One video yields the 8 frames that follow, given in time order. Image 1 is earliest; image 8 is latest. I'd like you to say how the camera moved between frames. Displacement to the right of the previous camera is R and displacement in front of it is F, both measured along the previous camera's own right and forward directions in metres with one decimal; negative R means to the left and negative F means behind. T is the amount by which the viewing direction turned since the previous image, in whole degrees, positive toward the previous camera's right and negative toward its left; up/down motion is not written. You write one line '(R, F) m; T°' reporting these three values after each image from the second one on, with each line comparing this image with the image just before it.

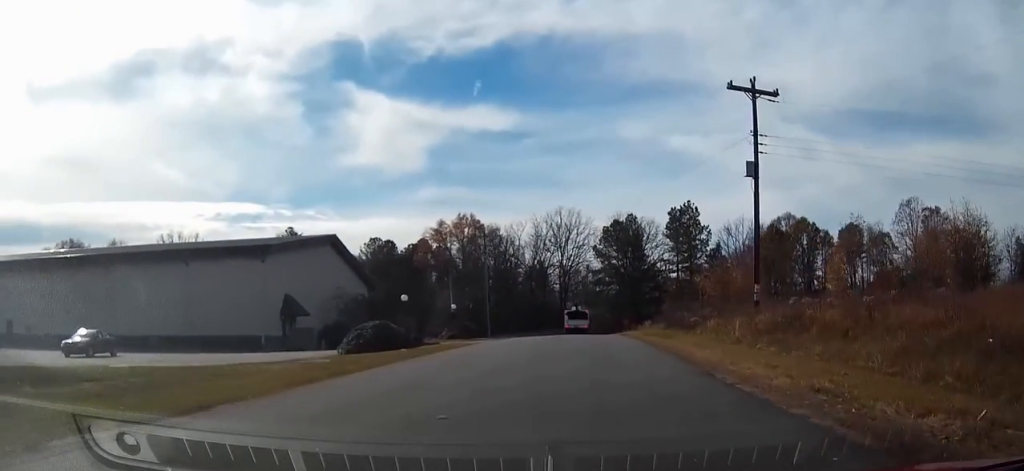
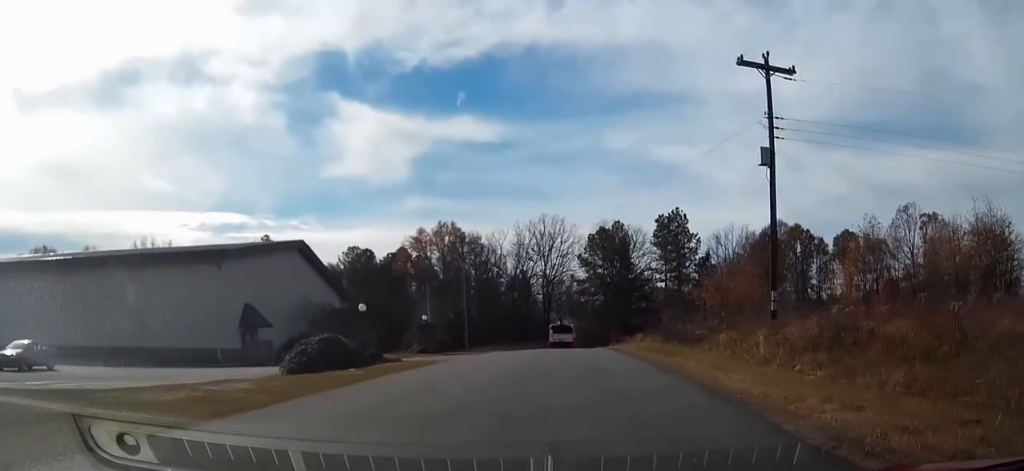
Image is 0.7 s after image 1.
(0.0, +4.1) m; -2°
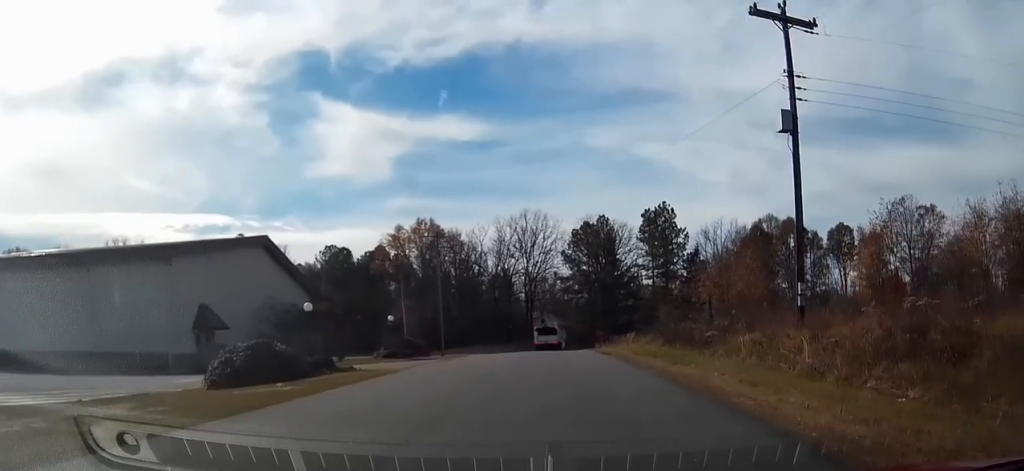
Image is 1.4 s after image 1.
(-0.1, +4.2) m; -2°
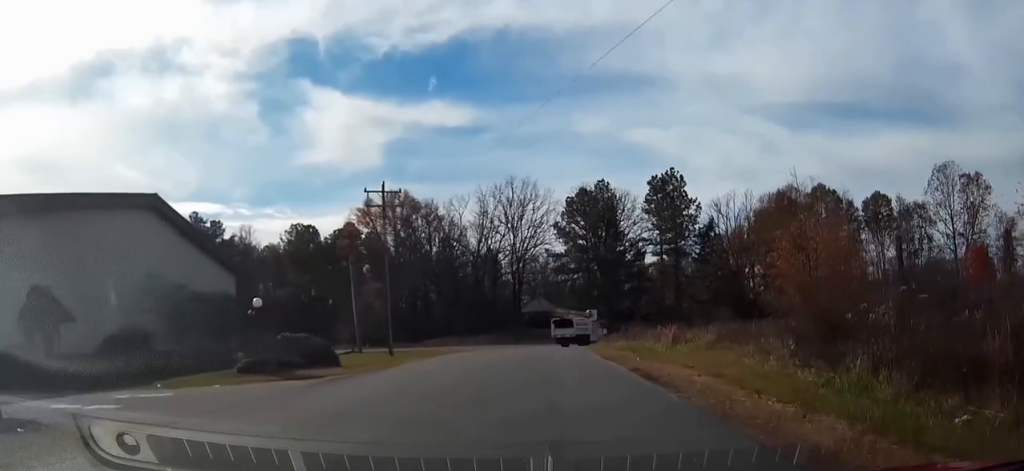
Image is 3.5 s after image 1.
(-0.1, +15.6) m; 0°
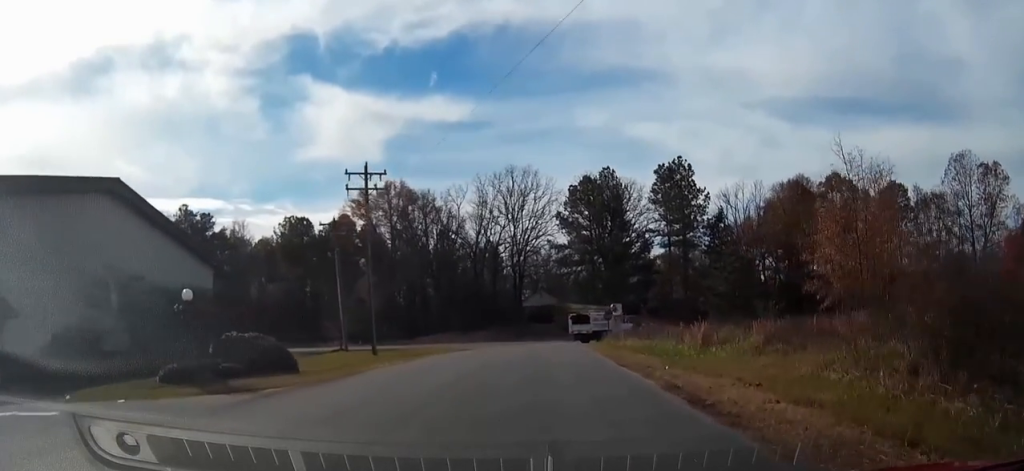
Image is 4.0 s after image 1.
(0.0, +4.5) m; 0°
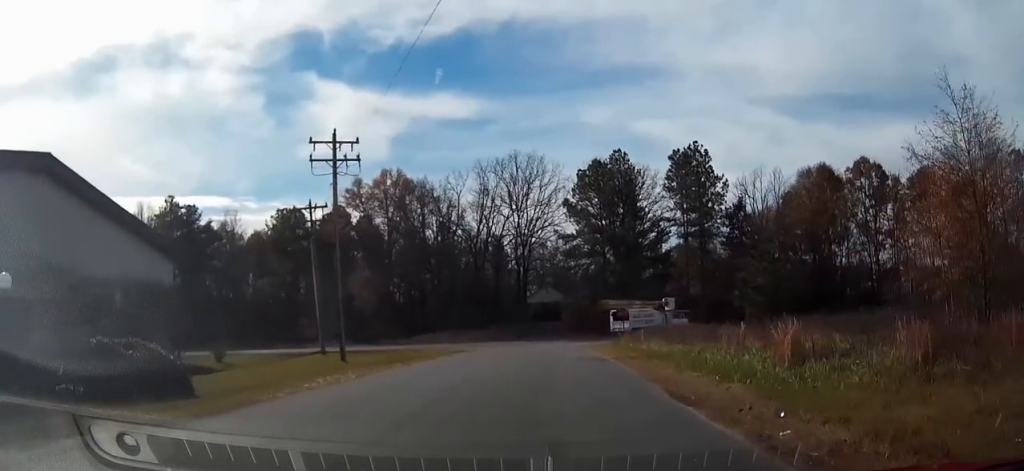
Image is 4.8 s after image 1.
(-0.1, +7.0) m; -1°
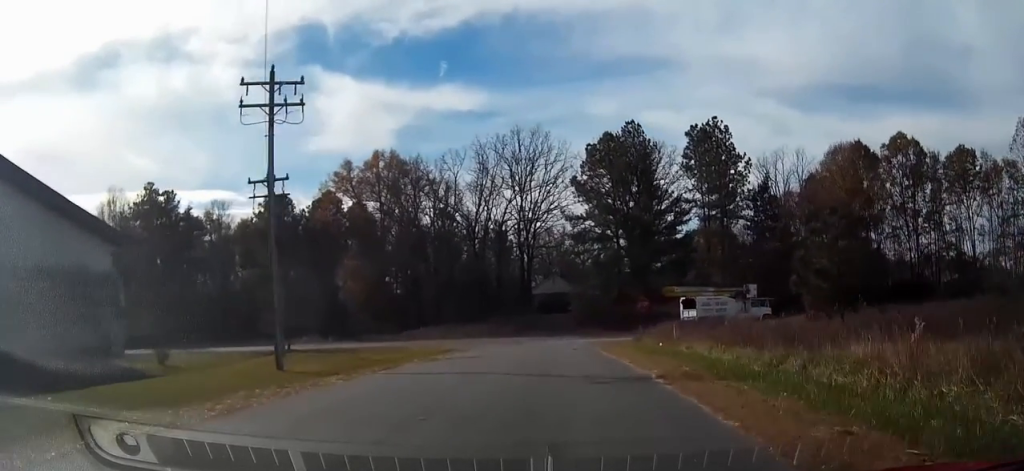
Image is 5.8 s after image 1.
(-0.1, +8.4) m; 0°
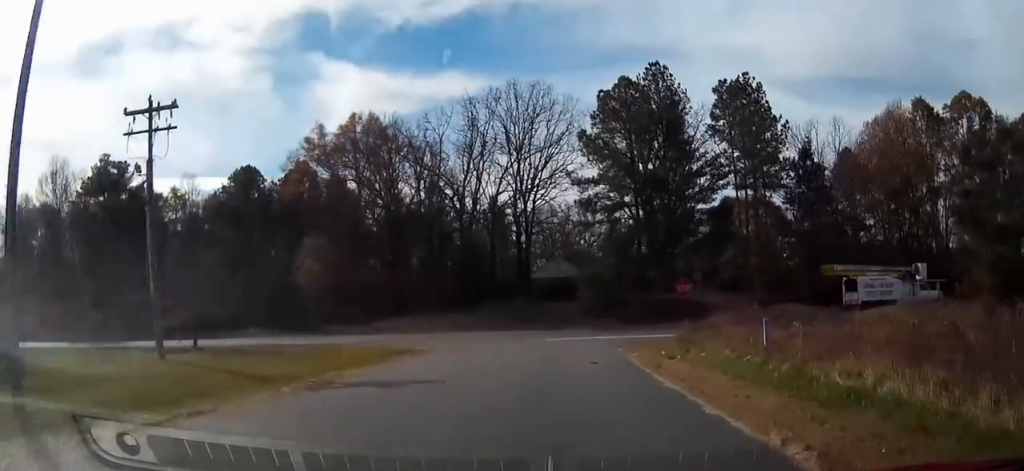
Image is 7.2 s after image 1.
(-0.1, +13.4) m; -1°
